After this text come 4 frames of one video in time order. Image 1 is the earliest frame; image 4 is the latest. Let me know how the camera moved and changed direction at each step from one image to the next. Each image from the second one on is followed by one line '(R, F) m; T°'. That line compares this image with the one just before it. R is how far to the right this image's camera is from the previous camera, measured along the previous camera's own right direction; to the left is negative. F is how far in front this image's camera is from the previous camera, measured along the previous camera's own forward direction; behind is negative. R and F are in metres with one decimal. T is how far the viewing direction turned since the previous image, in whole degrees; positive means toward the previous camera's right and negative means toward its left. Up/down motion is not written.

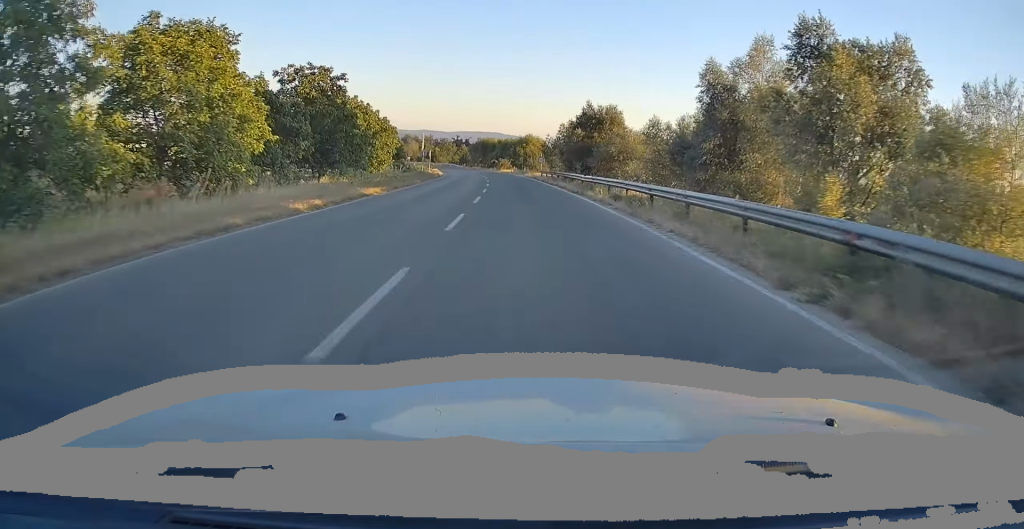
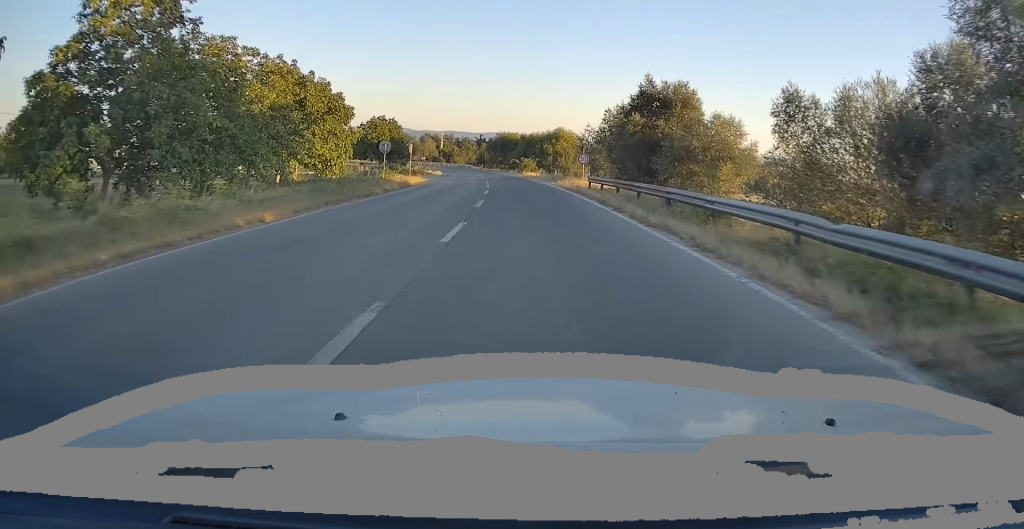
(-0.4, +24.8) m; -2°
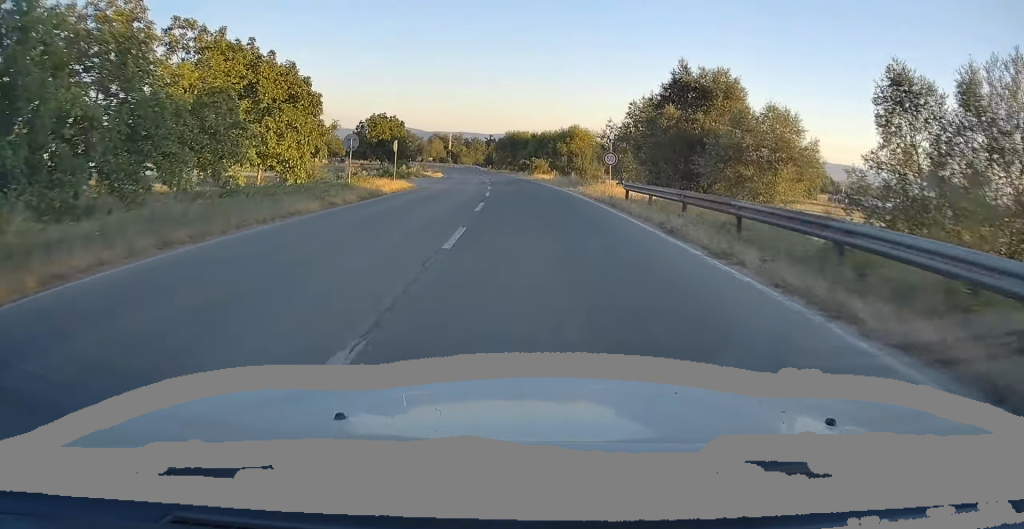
(-0.1, +9.0) m; -1°
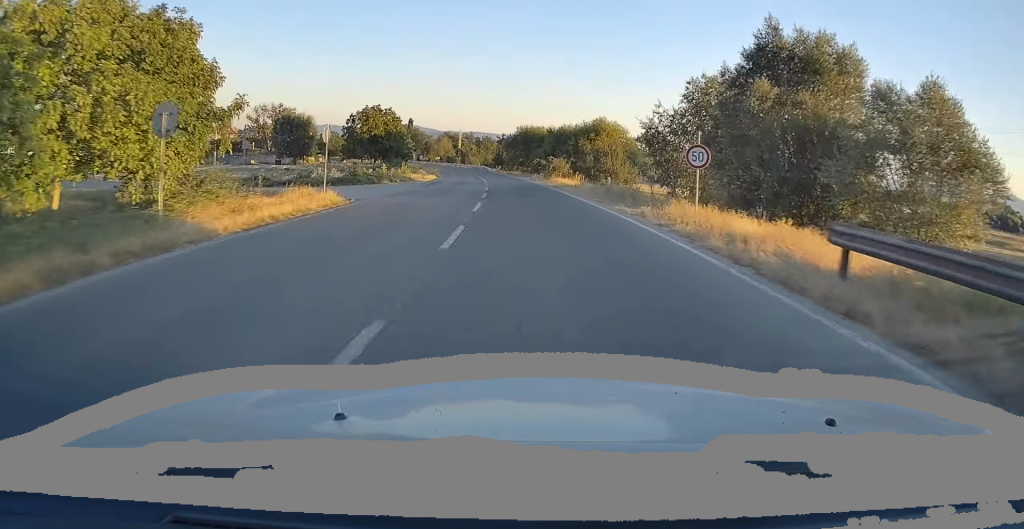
(-0.2, +15.1) m; -1°
